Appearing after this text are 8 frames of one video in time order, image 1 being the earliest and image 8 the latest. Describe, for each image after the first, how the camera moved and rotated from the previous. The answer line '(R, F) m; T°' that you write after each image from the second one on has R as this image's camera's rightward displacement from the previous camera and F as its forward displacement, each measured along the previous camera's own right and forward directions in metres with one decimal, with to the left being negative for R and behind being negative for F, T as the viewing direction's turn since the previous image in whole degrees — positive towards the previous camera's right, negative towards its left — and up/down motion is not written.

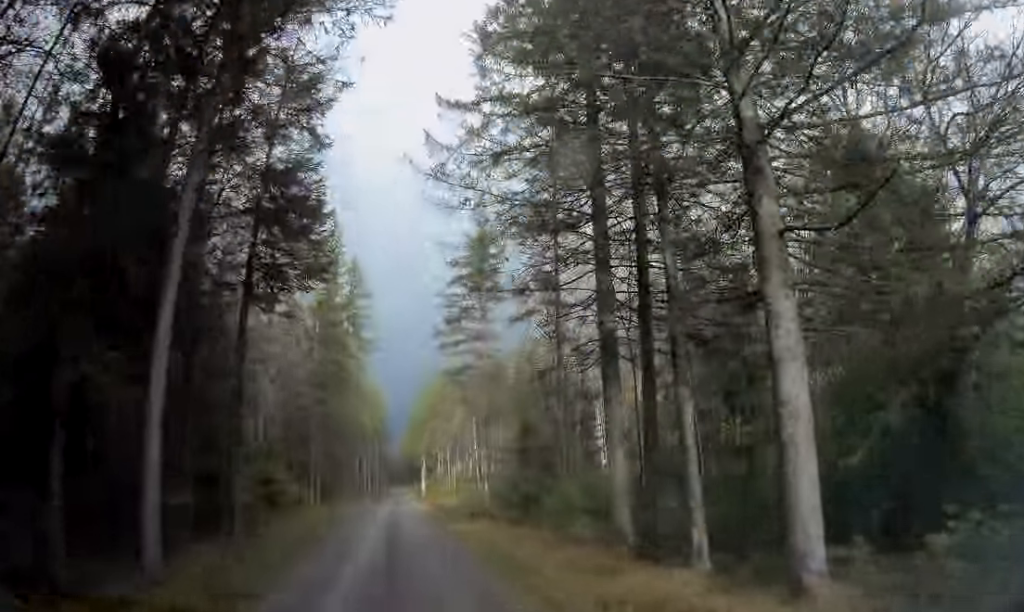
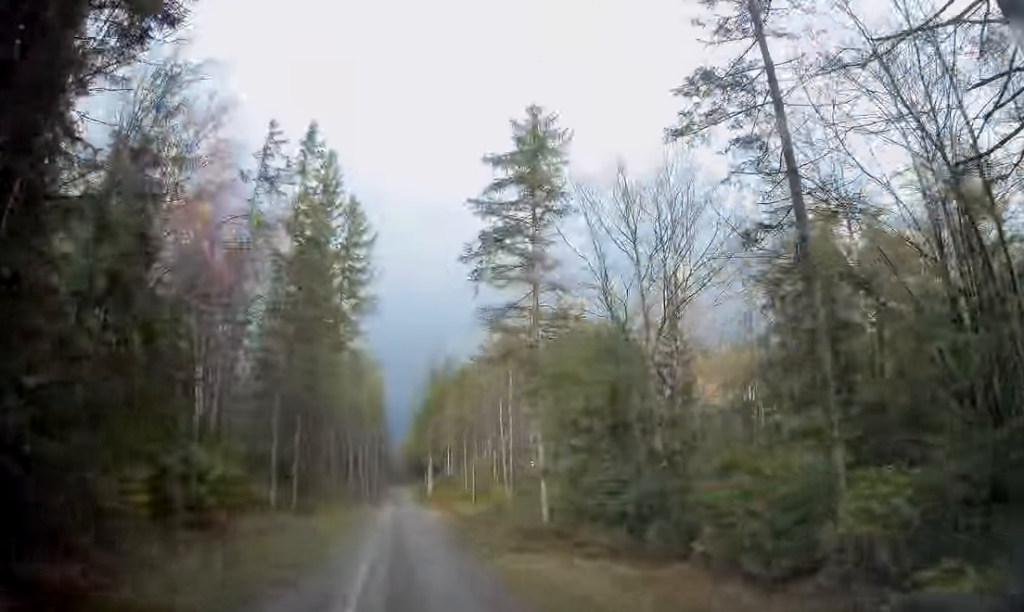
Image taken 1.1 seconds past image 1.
(-0.1, +11.4) m; 0°
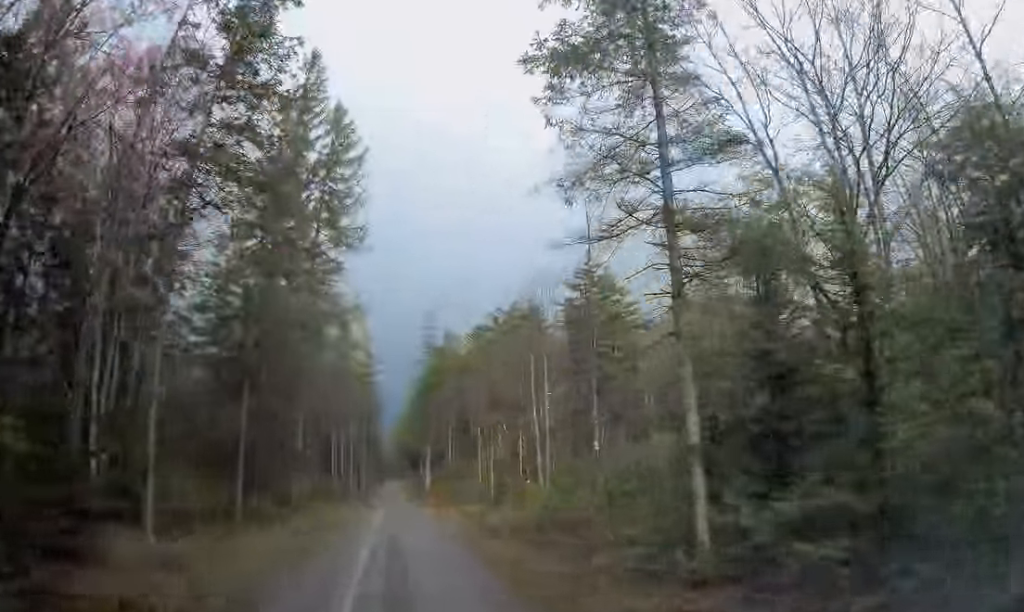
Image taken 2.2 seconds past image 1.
(+0.2, +10.8) m; +1°
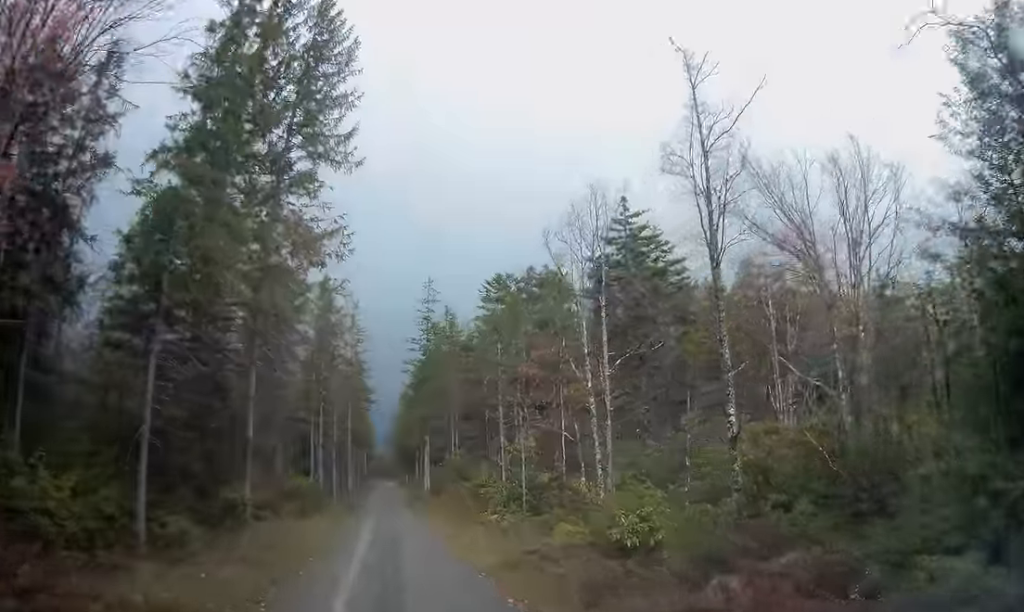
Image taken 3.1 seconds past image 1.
(-0.1, +8.8) m; 0°
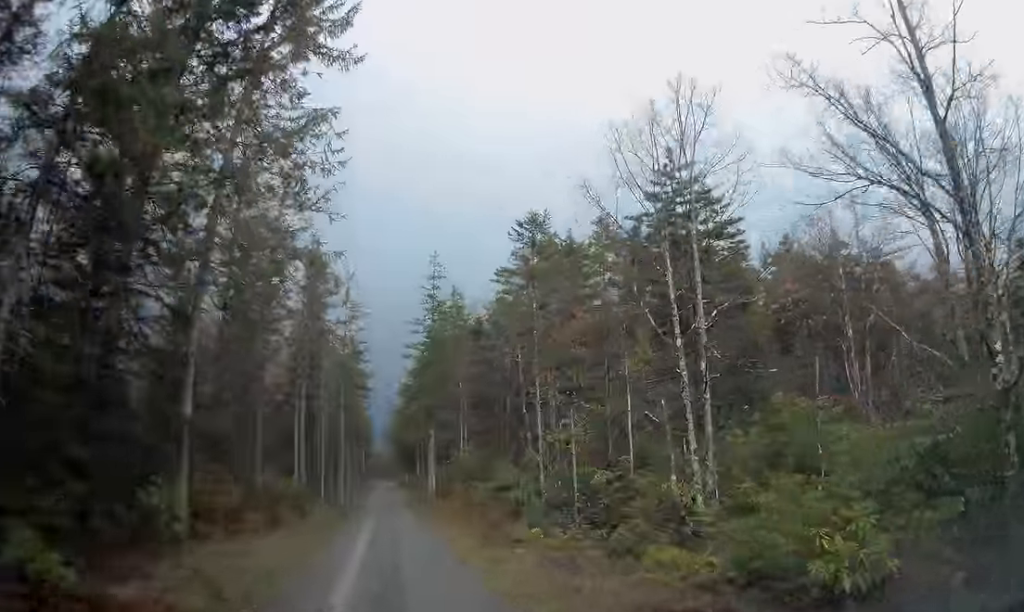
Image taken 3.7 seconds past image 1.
(0.0, +6.4) m; 0°
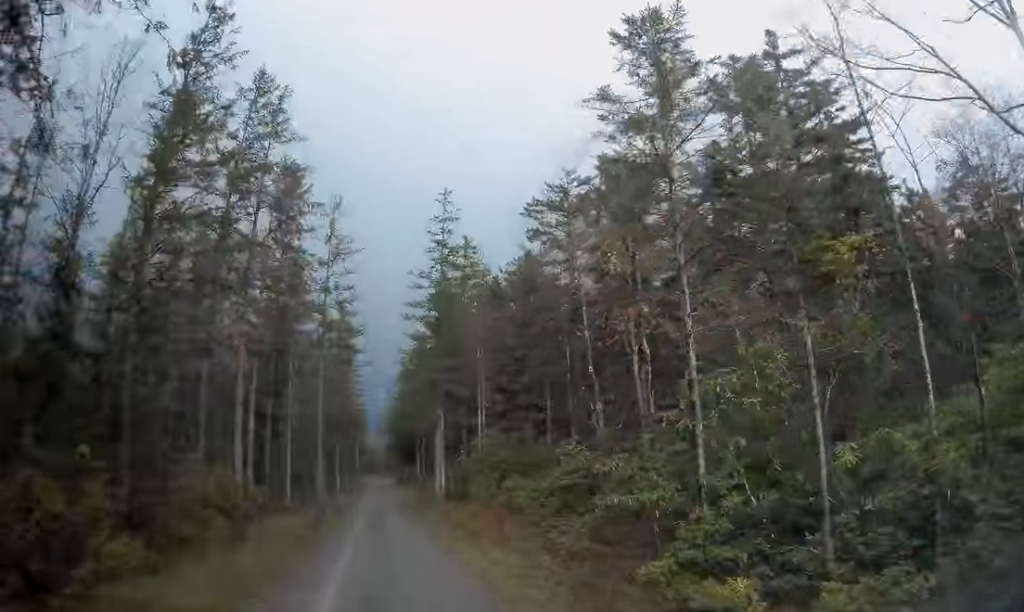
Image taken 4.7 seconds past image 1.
(+0.1, +9.9) m; +1°
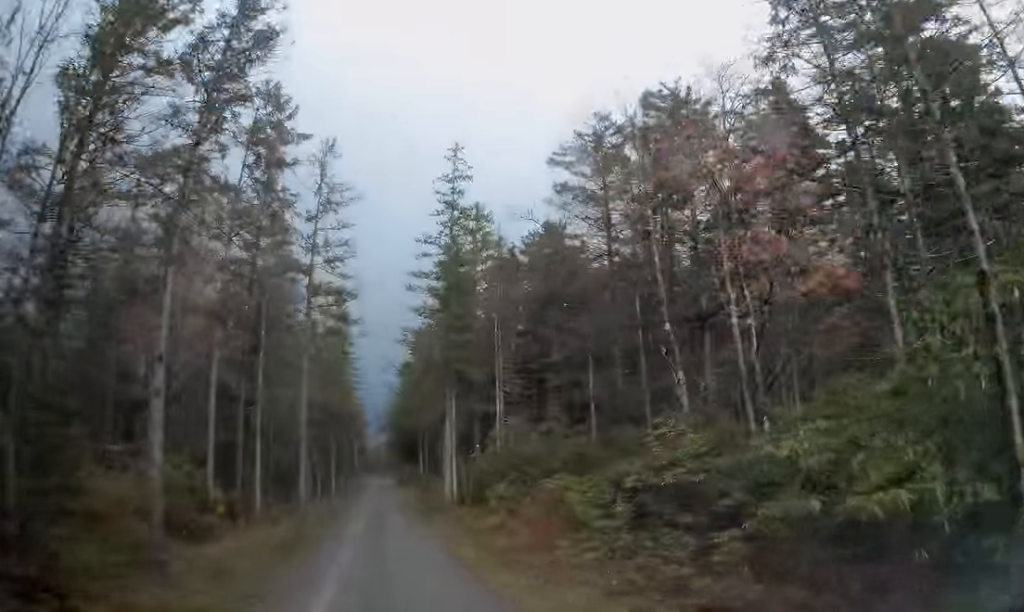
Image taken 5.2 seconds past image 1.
(0.0, +5.2) m; +1°
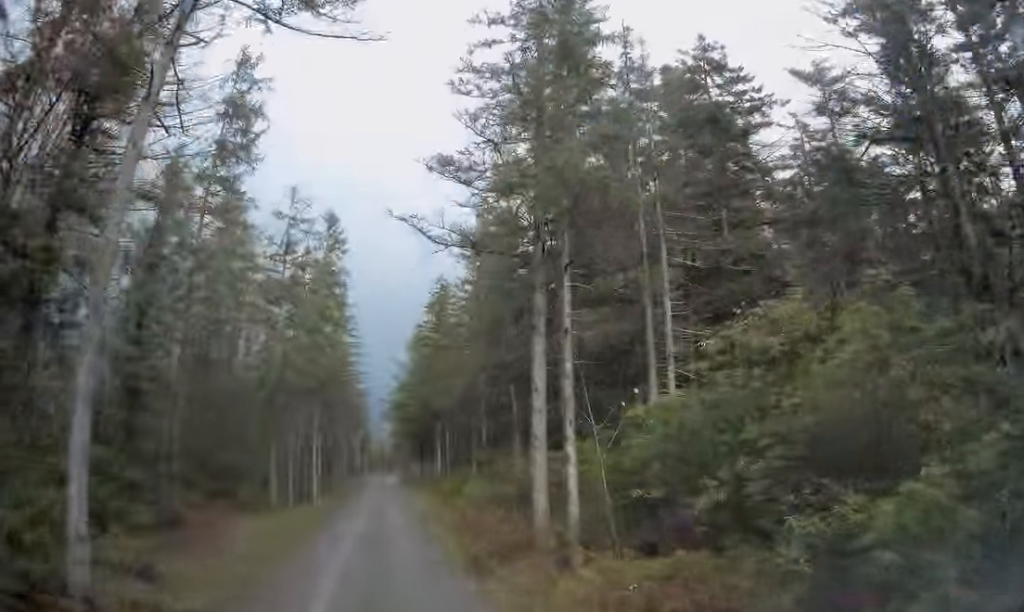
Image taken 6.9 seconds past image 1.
(+0.1, +16.3) m; 0°
